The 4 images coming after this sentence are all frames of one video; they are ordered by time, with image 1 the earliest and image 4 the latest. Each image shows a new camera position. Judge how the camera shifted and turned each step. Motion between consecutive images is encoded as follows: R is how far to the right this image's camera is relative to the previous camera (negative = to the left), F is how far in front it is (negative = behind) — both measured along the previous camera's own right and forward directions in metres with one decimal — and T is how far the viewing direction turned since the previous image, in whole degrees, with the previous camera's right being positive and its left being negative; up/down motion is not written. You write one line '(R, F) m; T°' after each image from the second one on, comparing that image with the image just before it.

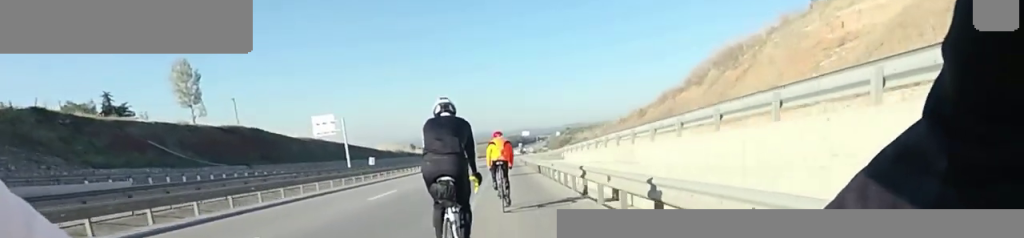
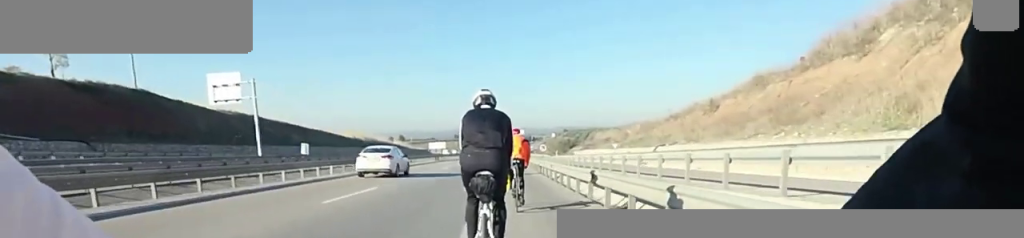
(0.0, +16.1) m; 0°
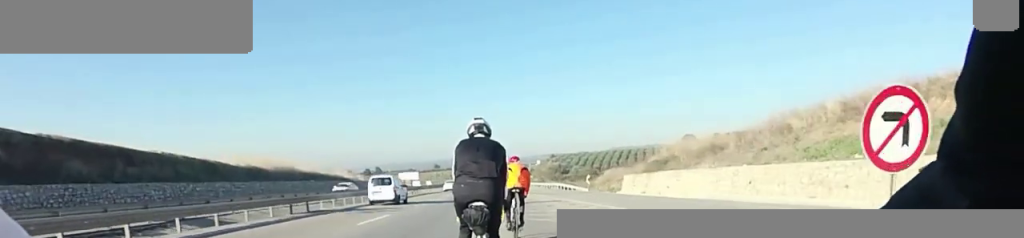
(0.0, +25.1) m; 0°
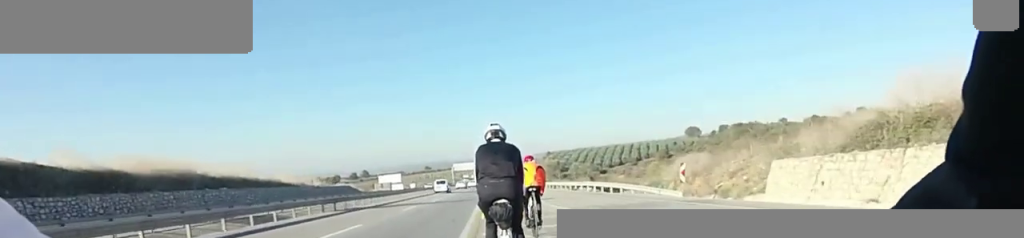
(0.0, +16.3) m; 0°
